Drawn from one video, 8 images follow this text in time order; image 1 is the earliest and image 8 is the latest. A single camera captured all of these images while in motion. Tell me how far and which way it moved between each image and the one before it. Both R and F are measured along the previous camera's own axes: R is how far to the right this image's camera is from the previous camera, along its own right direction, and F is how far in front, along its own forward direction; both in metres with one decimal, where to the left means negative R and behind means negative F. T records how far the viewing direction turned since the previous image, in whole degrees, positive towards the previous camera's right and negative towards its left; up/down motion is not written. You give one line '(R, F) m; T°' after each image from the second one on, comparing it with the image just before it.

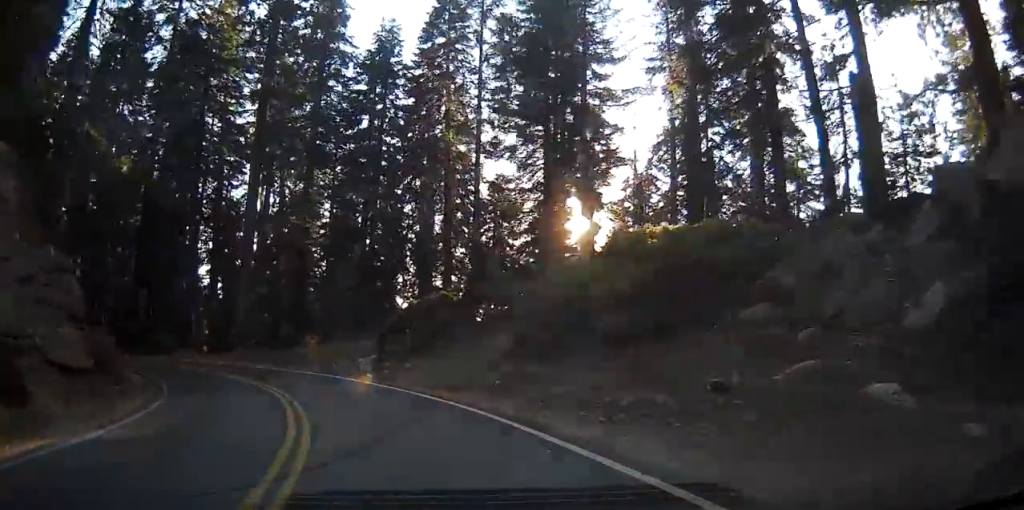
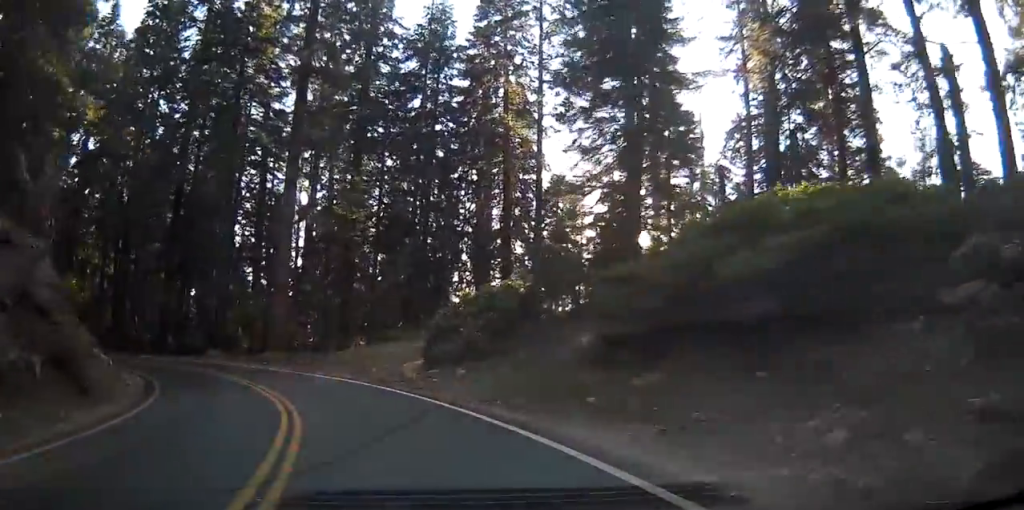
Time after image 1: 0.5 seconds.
(+0.1, +5.4) m; -3°
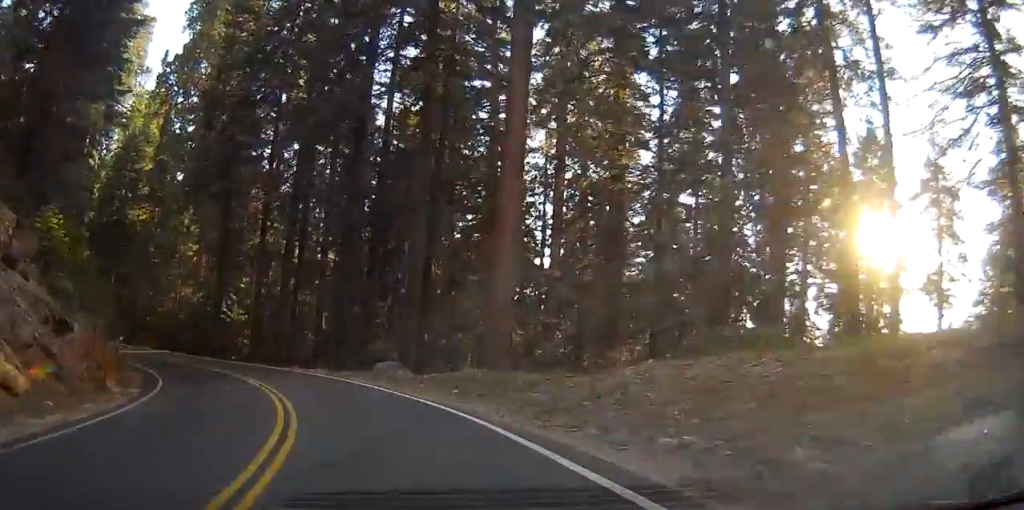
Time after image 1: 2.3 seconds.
(-3.9, +19.7) m; -23°
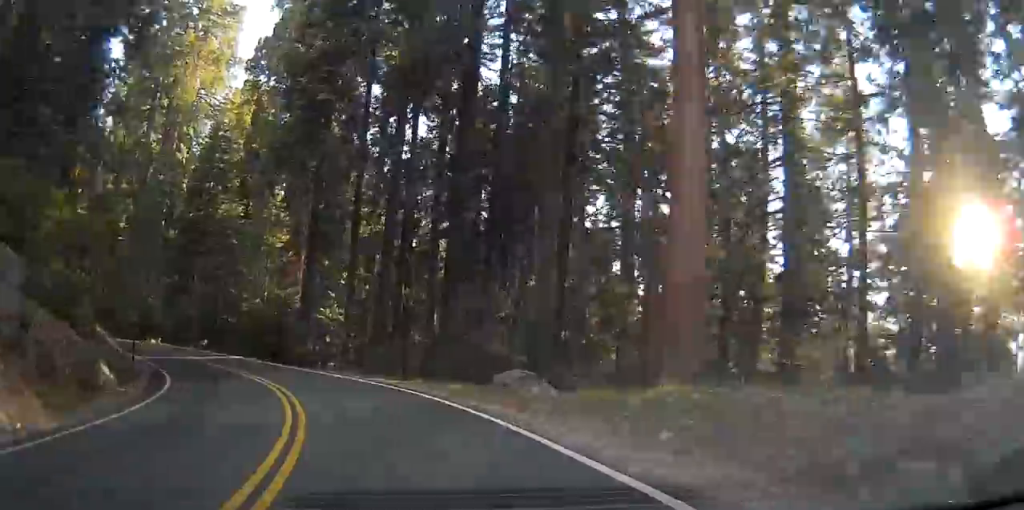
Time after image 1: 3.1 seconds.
(-1.0, +9.3) m; -8°
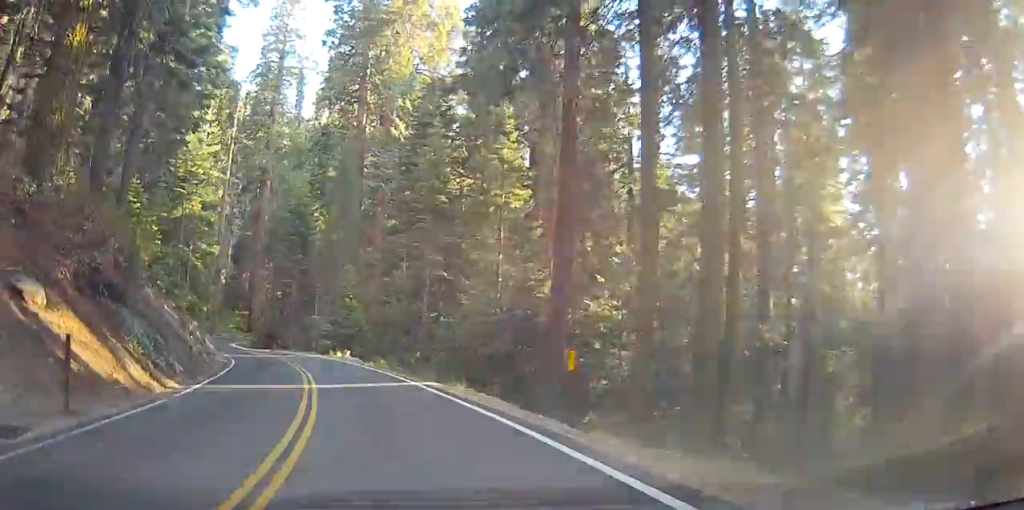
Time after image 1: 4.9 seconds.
(-2.2, +21.7) m; -13°
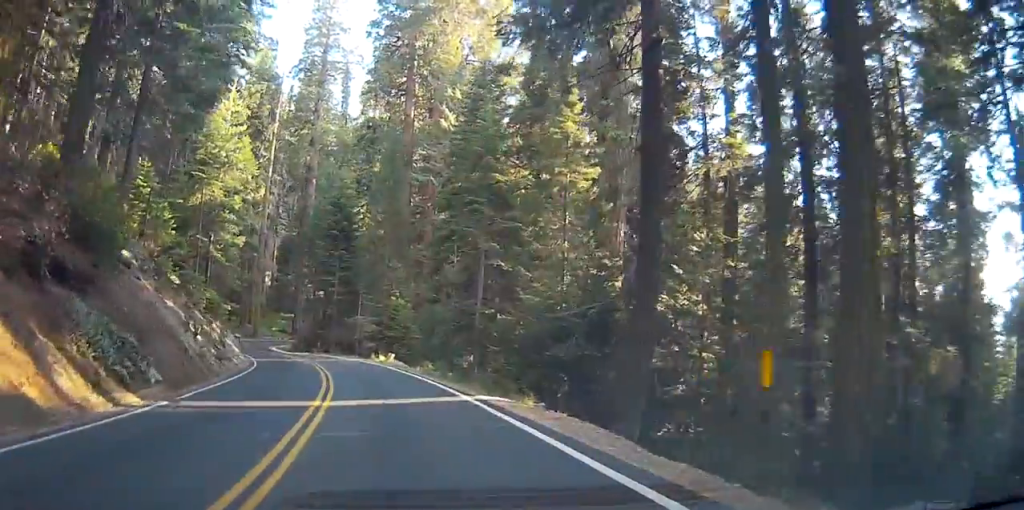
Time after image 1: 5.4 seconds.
(+0.3, +5.8) m; -5°
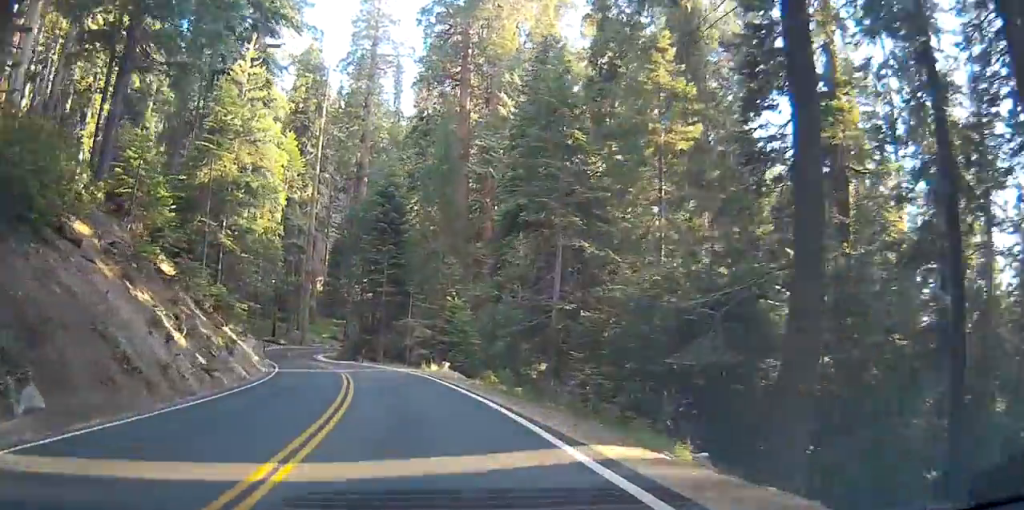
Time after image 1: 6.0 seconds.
(-1.0, +8.2) m; -8°
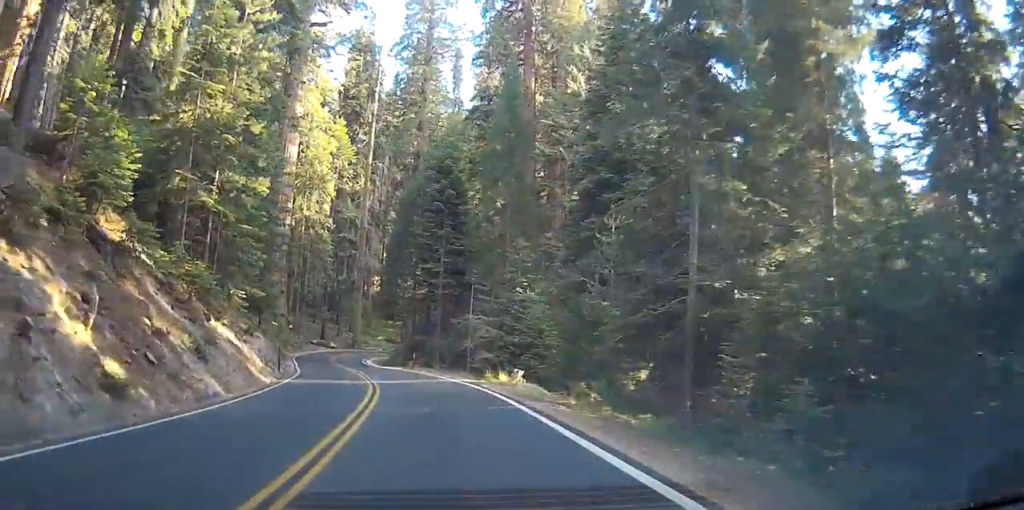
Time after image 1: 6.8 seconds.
(-0.9, +10.1) m; -8°
